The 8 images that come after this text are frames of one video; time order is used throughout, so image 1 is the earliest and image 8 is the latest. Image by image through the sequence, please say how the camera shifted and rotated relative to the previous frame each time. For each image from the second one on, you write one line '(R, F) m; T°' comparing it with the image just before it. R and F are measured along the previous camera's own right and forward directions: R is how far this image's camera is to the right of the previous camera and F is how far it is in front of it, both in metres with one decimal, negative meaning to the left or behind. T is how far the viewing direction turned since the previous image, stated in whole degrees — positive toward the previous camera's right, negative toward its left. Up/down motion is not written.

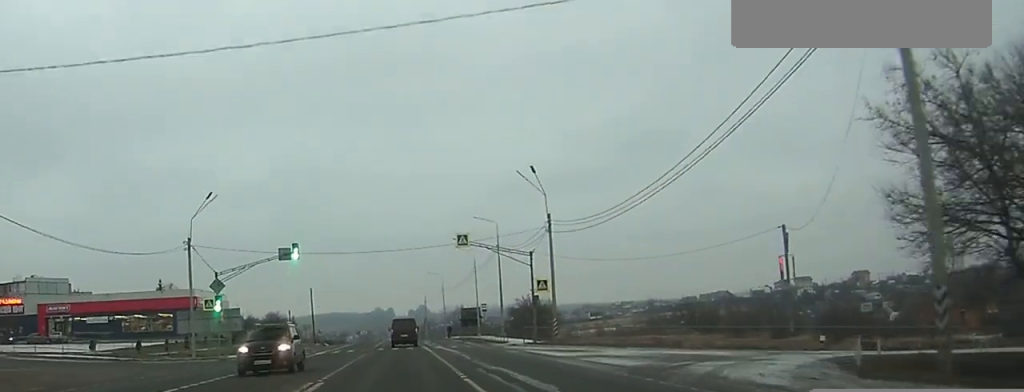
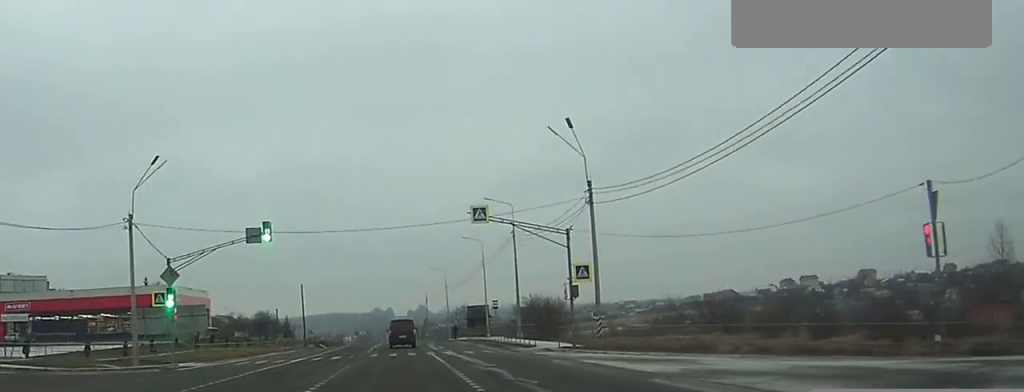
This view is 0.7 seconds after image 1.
(0.0, +13.3) m; 0°
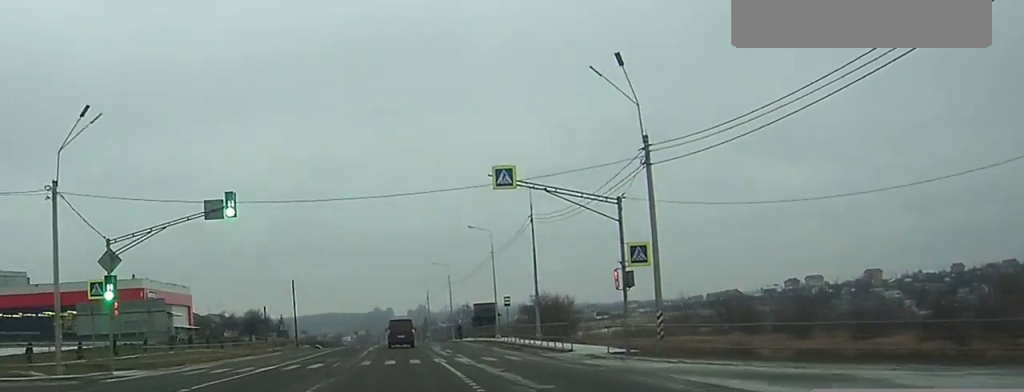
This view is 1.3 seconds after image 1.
(0.0, +11.0) m; 0°
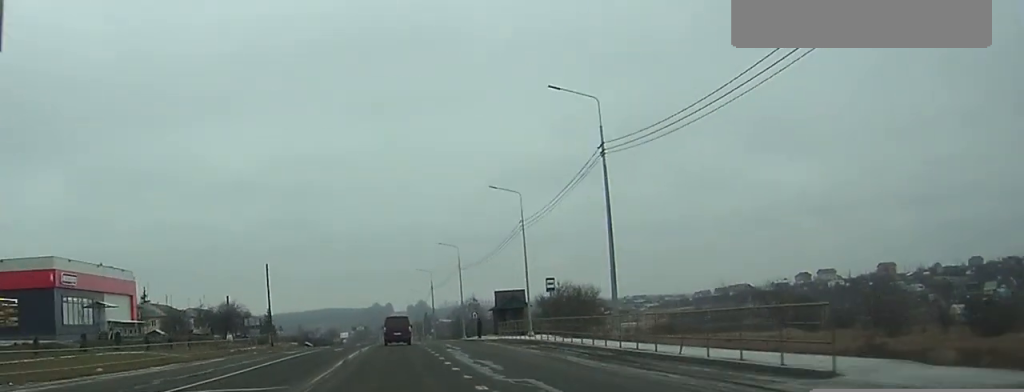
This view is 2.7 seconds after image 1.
(0.0, +24.6) m; 0°
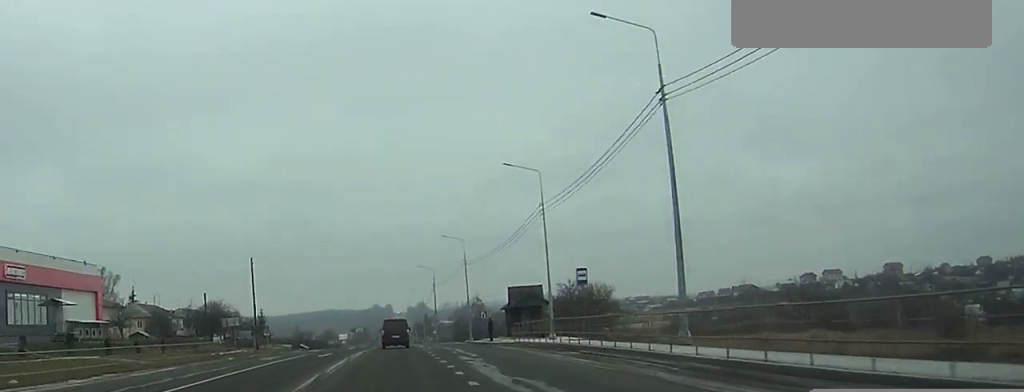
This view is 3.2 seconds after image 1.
(0.0, +10.5) m; 0°
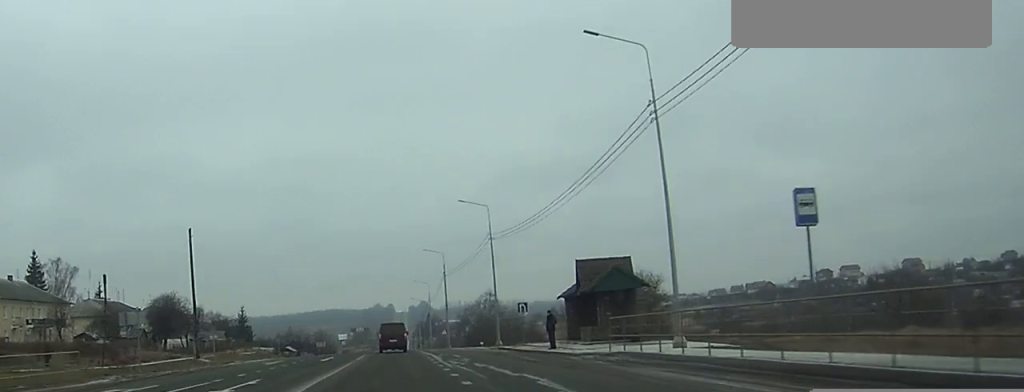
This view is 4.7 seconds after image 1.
(0.0, +28.0) m; 0°
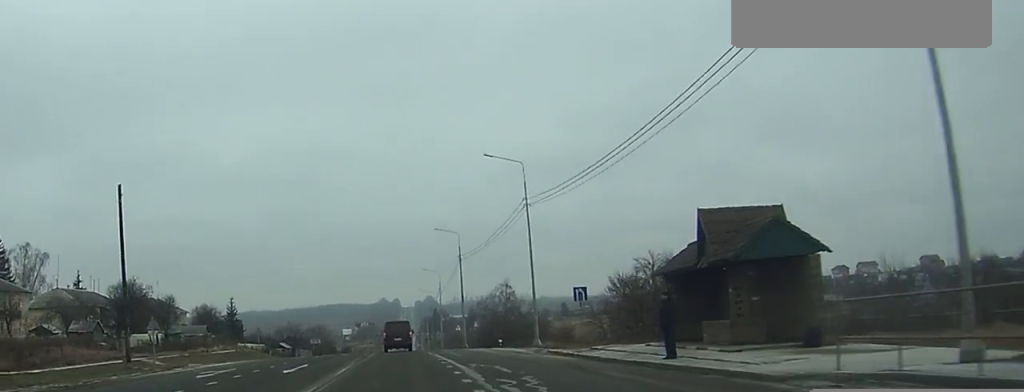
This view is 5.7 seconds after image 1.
(0.0, +18.0) m; 0°
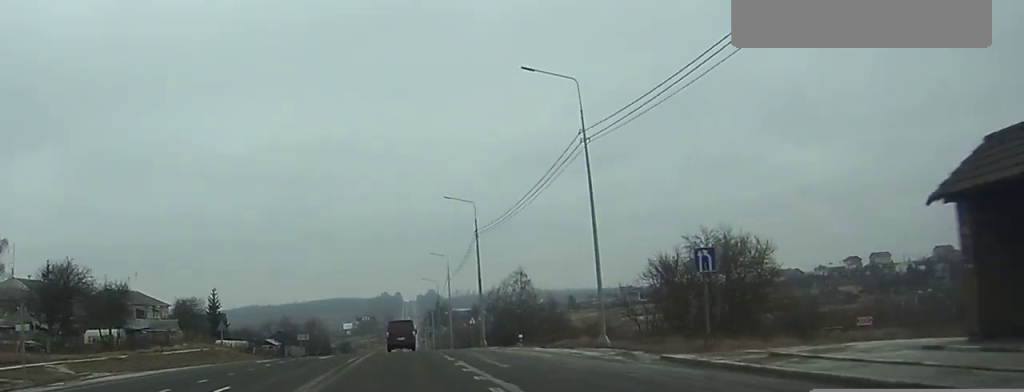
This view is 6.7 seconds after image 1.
(0.0, +18.0) m; 0°
